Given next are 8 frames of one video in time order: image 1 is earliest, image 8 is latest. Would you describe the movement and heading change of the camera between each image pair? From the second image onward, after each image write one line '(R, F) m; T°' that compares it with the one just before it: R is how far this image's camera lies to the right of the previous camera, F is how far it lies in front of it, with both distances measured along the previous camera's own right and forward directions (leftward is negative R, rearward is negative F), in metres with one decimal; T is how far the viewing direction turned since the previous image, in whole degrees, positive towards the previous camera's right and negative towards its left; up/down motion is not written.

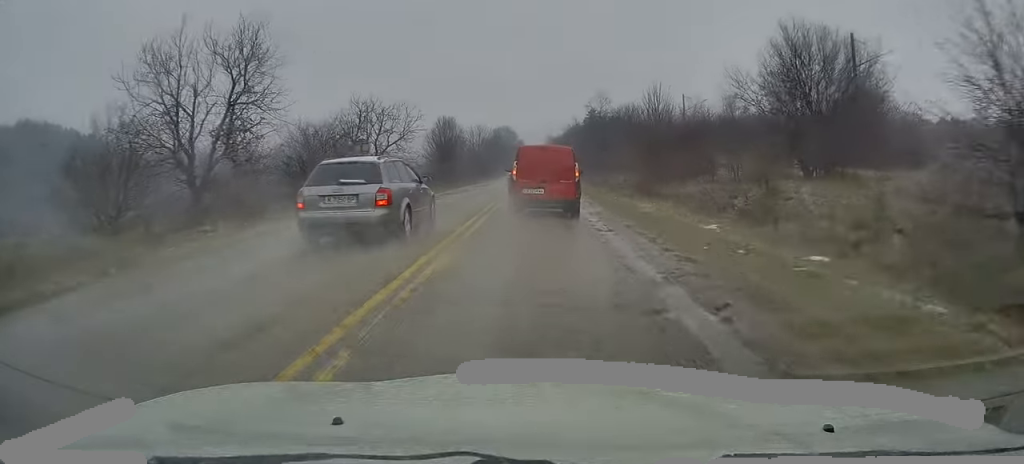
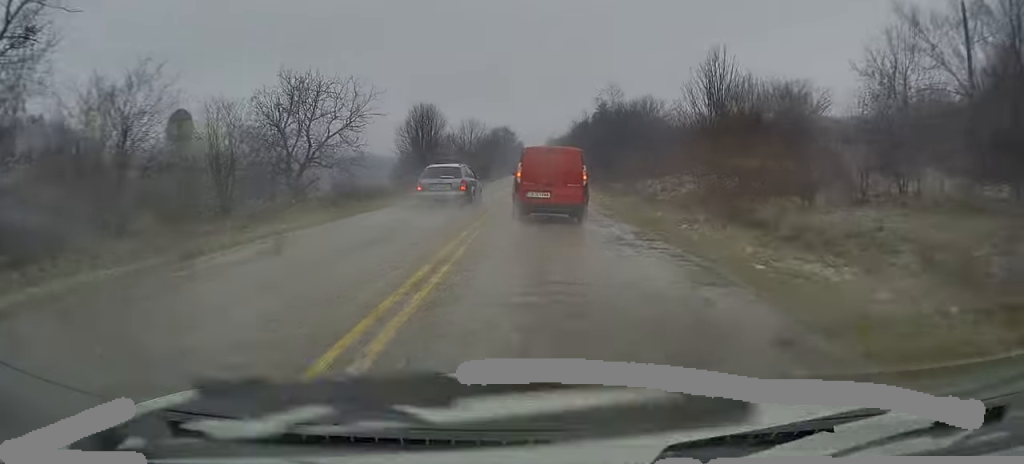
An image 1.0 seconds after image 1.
(-0.1, +13.7) m; -1°
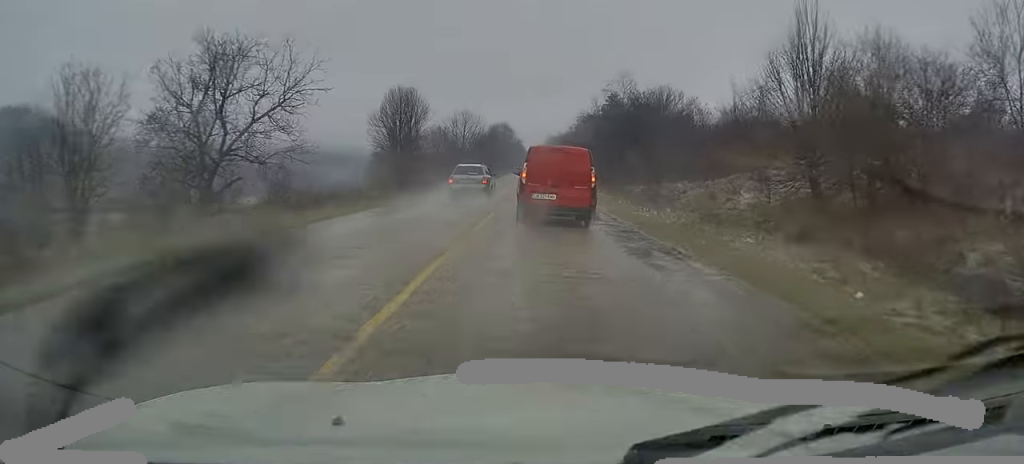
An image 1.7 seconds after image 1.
(-0.1, +9.0) m; 0°
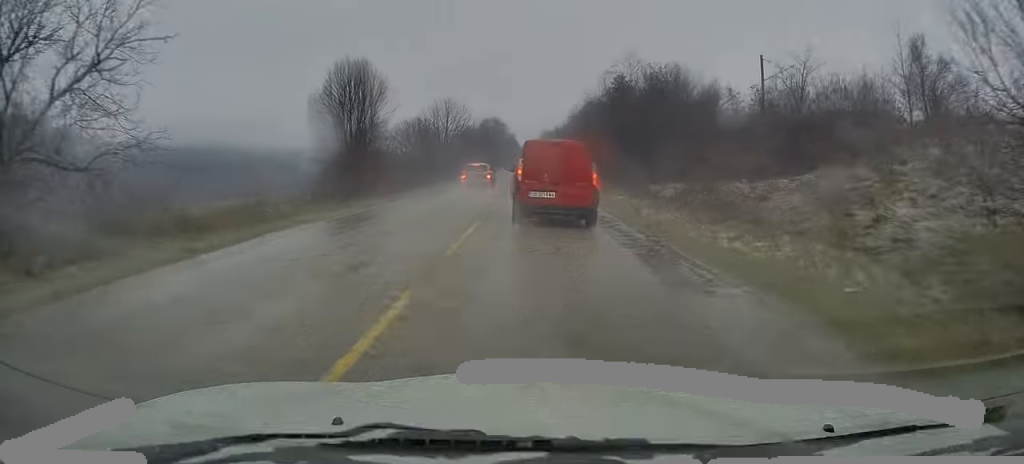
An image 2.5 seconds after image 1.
(0.0, +10.5) m; 0°
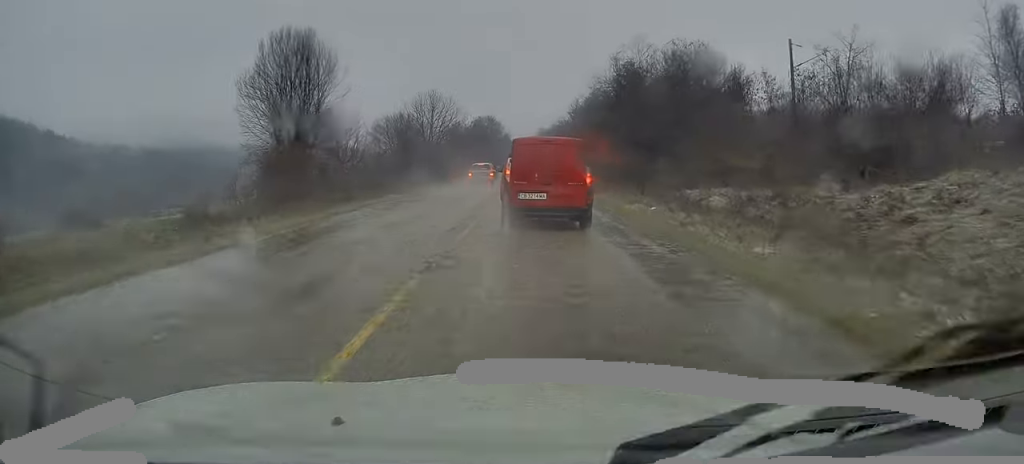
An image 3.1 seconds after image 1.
(0.0, +7.7) m; 0°
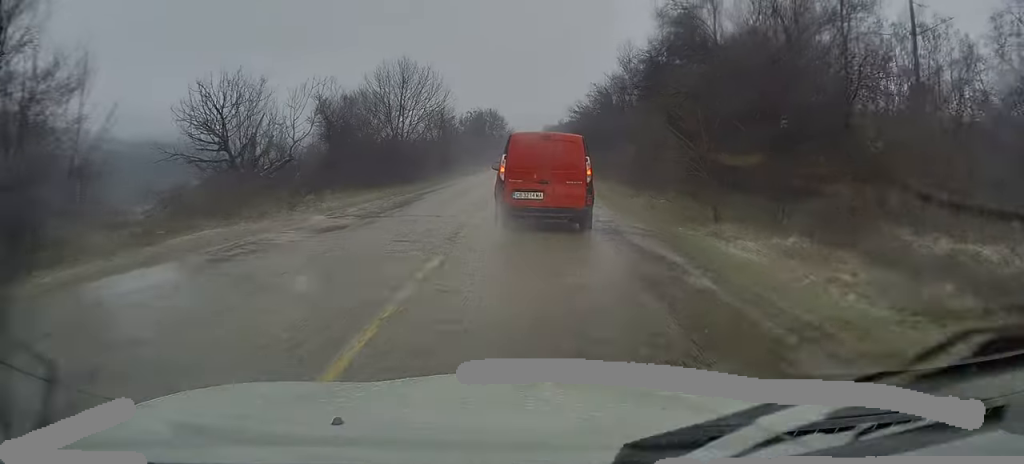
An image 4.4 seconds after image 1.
(0.0, +16.8) m; 0°
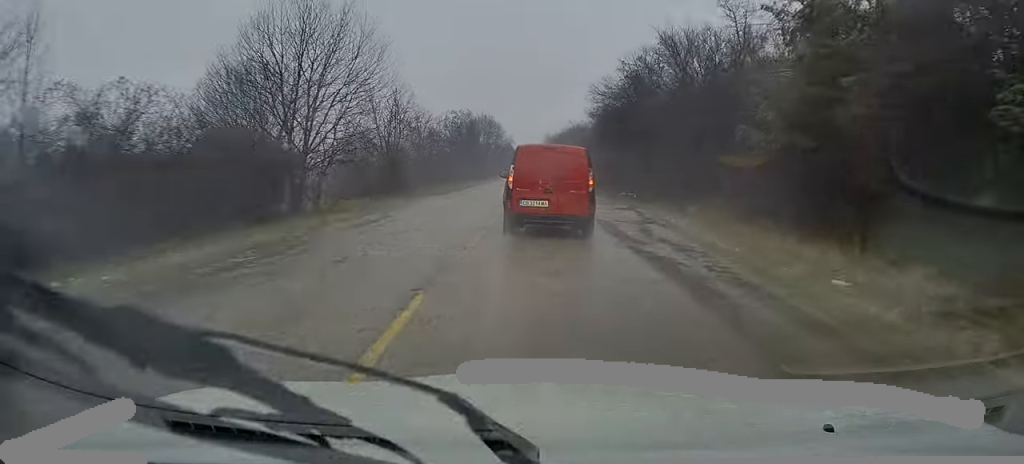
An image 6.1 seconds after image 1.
(+0.2, +20.1) m; +1°
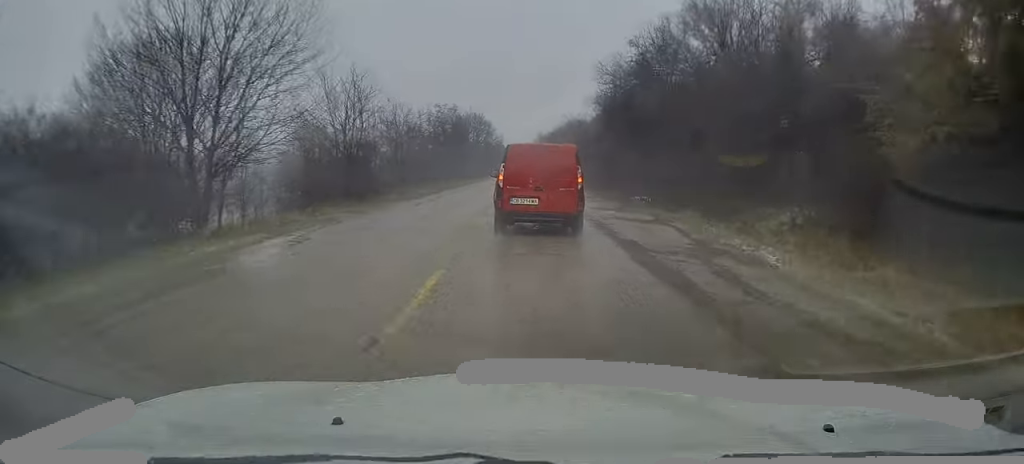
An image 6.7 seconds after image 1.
(0.0, +7.2) m; 0°
